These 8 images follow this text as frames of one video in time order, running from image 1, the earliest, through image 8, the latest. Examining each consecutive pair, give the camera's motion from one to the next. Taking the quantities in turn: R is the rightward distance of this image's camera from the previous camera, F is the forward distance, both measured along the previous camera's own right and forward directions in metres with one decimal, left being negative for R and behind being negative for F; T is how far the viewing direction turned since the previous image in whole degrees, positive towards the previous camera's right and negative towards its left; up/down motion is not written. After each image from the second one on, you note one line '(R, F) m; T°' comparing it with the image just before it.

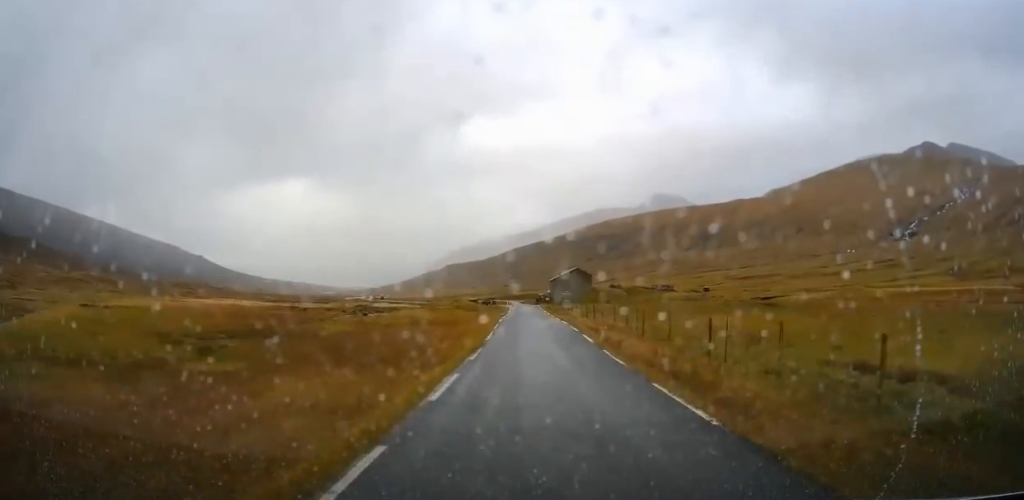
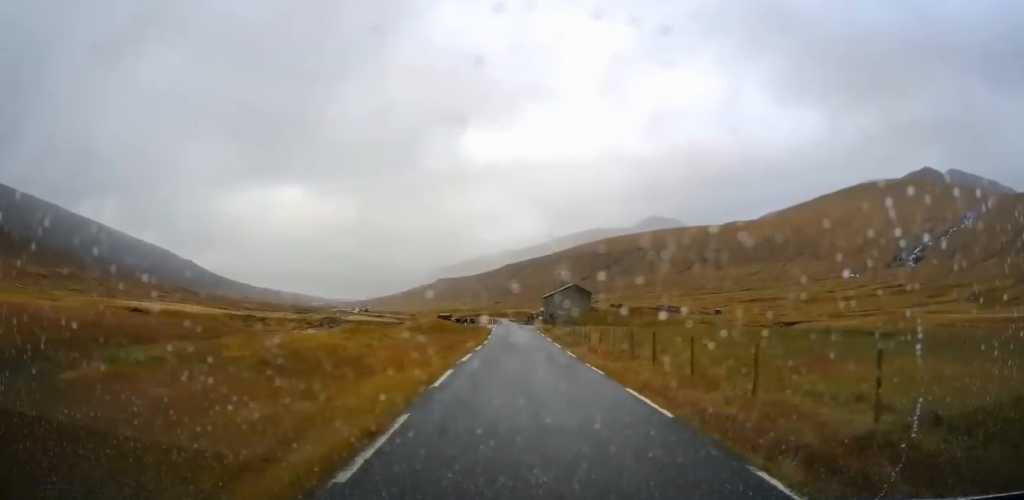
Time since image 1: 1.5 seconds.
(+0.3, +20.8) m; 0°
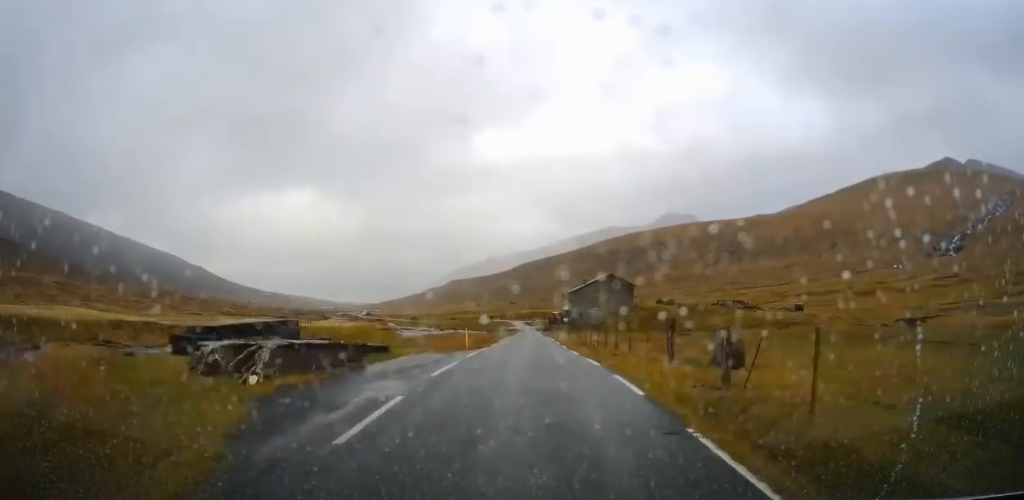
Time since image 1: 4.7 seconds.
(-0.1, +45.4) m; 0°
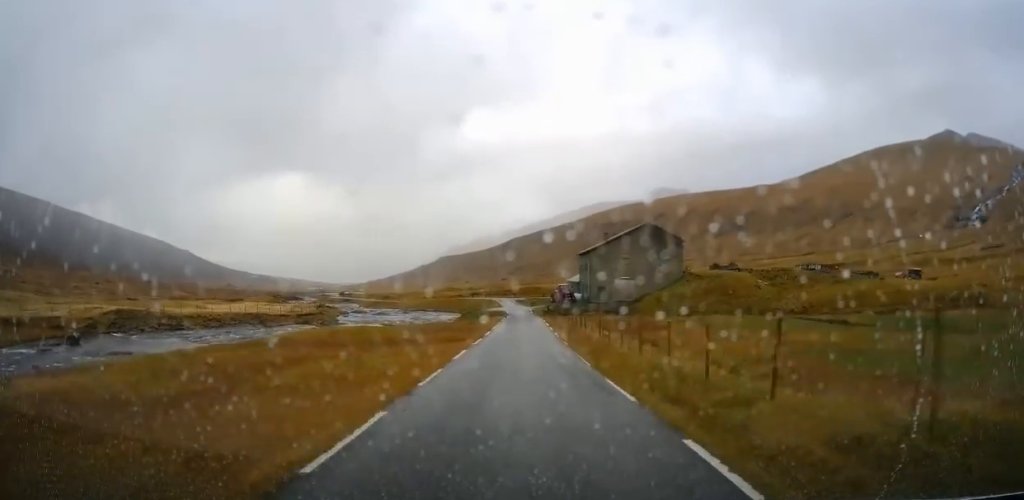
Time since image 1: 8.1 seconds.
(-0.4, +46.5) m; 0°
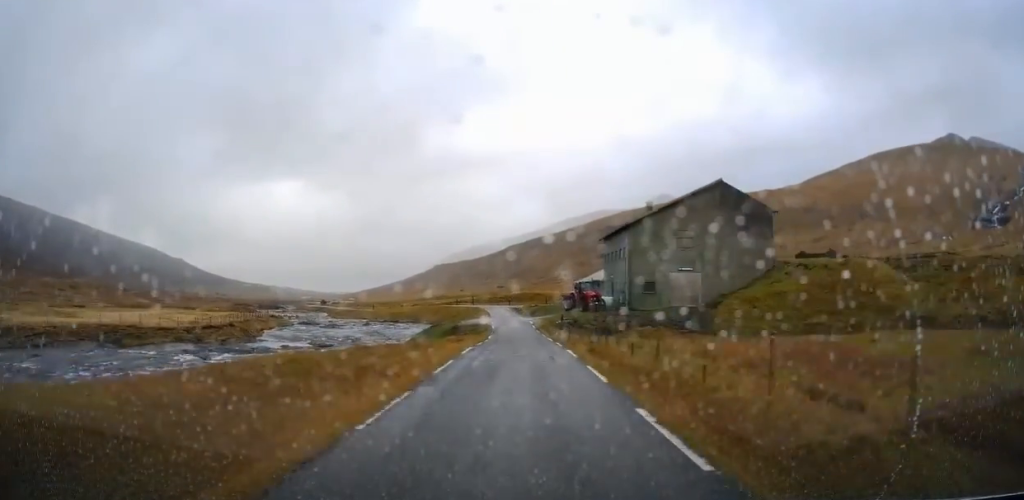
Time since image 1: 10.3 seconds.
(+0.3, +29.6) m; 0°
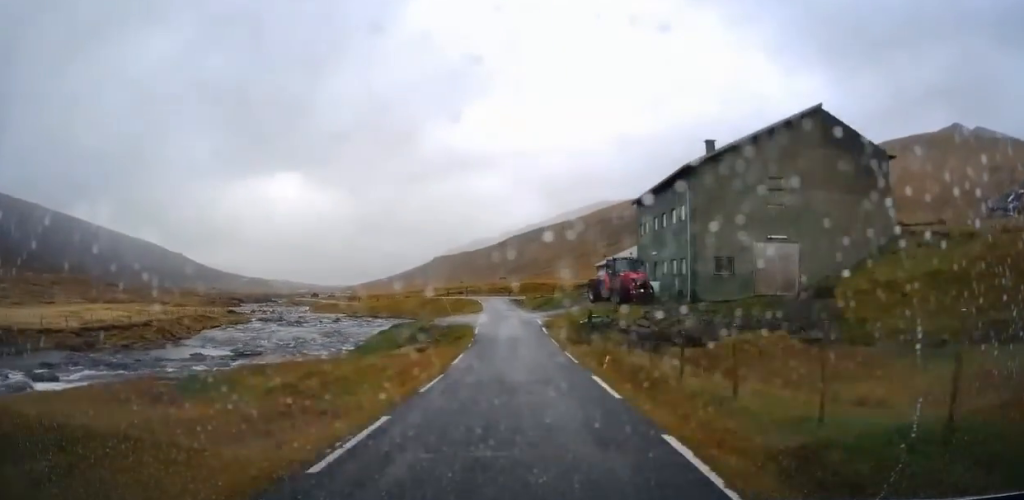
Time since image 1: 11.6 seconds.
(+0.1, +16.3) m; 0°
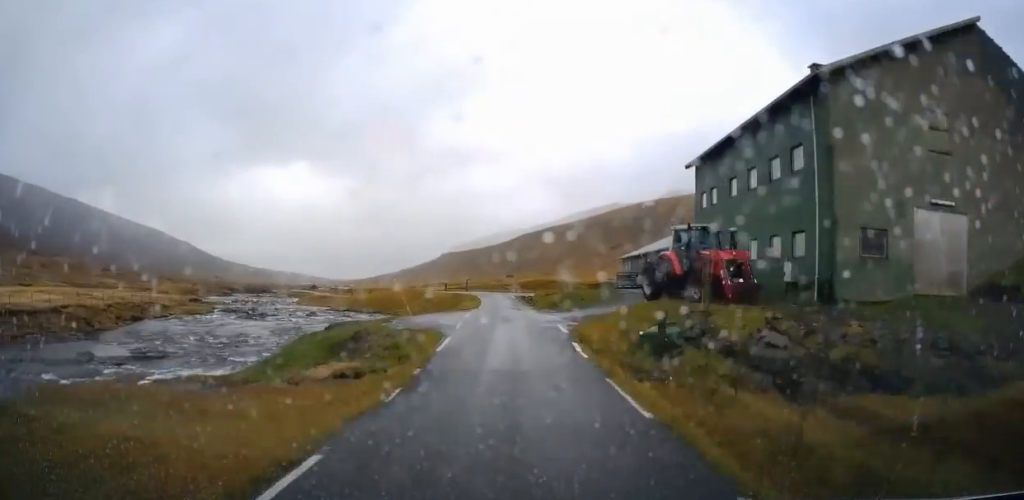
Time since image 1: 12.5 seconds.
(-0.1, +12.7) m; -1°
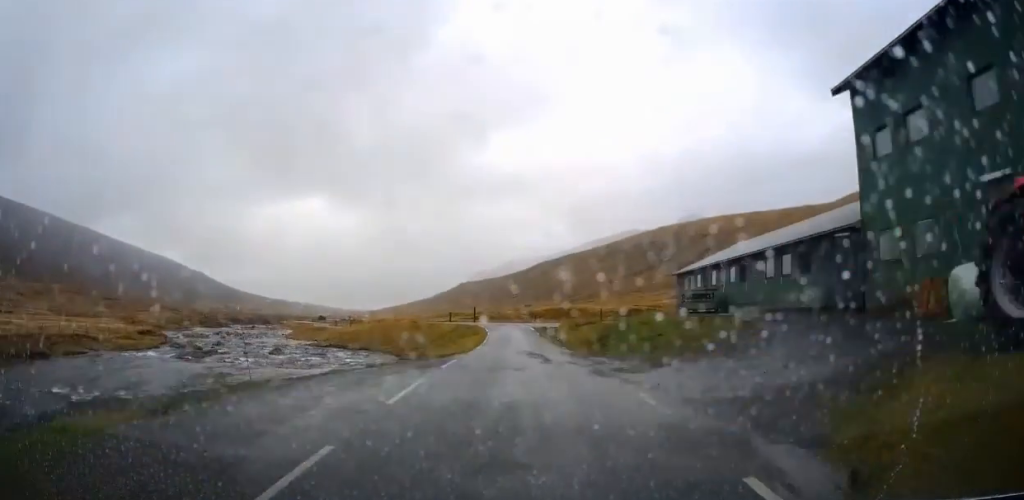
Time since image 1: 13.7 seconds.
(0.0, +16.3) m; -1°
